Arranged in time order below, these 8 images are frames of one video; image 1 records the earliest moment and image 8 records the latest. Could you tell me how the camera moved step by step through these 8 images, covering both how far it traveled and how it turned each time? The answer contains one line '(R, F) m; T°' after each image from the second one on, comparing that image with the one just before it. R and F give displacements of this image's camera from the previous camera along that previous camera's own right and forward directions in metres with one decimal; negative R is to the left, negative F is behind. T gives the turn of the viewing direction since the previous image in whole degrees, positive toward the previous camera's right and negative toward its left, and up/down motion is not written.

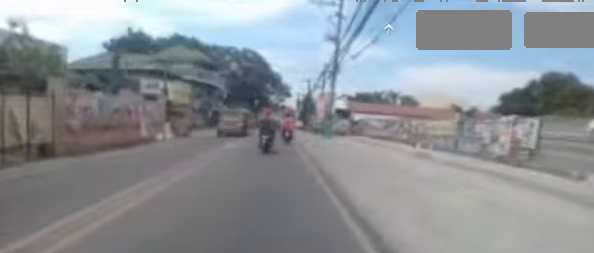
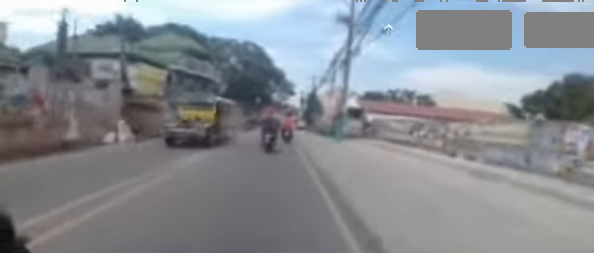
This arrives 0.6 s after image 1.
(-0.2, +4.9) m; +1°
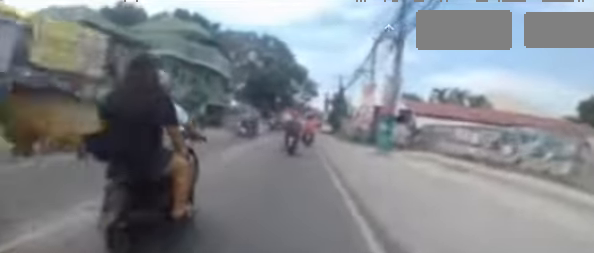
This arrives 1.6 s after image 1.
(+0.2, +7.5) m; +3°
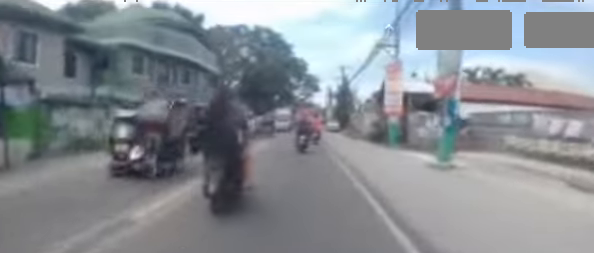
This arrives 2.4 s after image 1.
(+0.1, +5.8) m; 0°
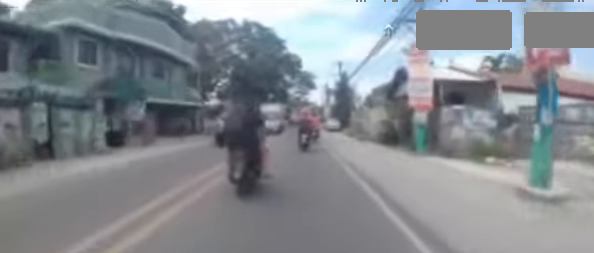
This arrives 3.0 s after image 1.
(0.0, +4.2) m; -2°
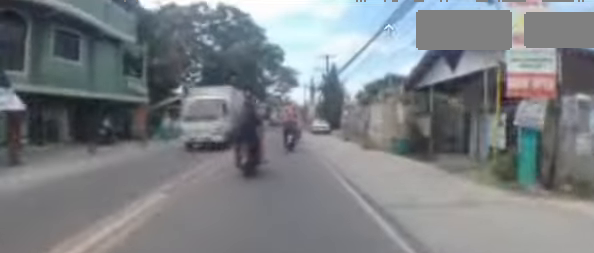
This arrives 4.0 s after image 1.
(-0.3, +7.0) m; -5°
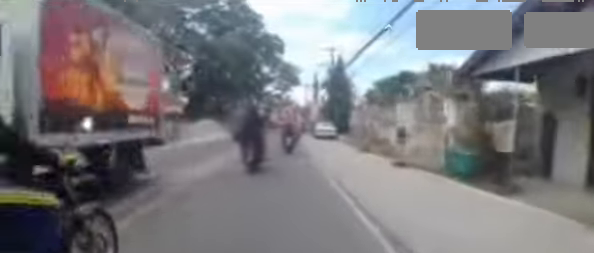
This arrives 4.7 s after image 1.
(-0.4, +5.2) m; +2°
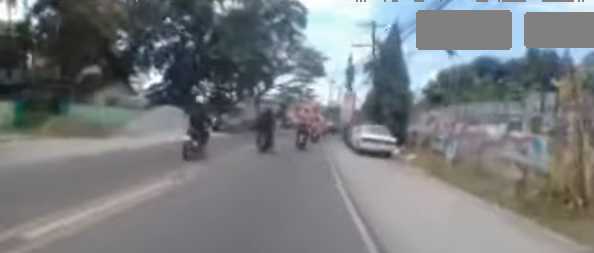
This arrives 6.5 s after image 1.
(+0.8, +12.6) m; +2°
